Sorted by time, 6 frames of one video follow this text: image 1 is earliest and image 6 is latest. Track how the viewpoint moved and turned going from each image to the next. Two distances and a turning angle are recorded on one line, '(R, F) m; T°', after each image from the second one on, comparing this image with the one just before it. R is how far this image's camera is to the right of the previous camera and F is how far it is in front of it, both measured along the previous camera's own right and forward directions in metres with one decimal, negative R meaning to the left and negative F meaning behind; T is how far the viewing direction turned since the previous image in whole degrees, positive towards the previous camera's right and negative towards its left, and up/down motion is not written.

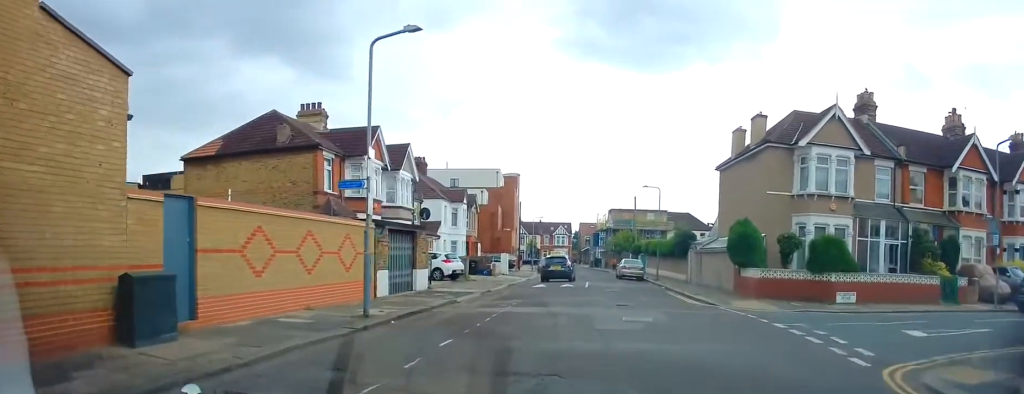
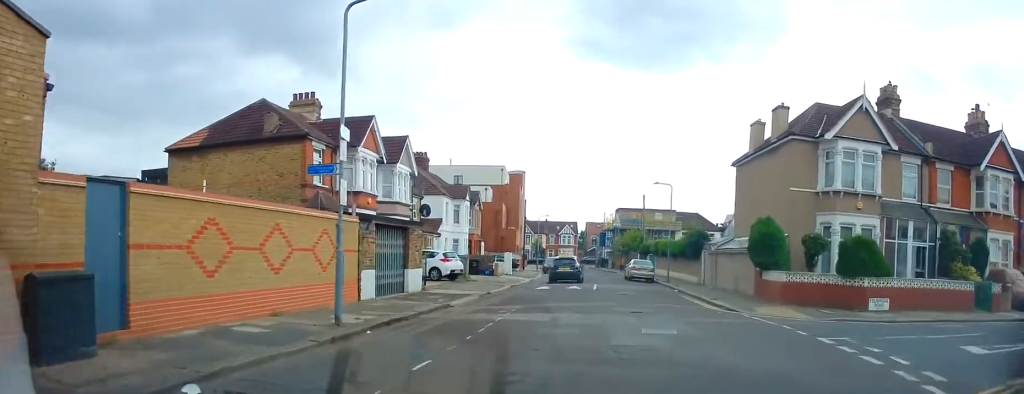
(-0.1, +2.0) m; -1°
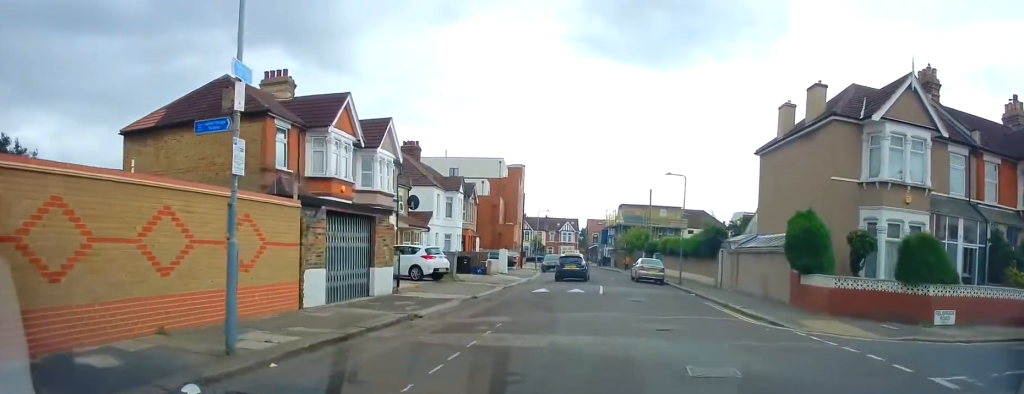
(0.0, +3.8) m; +3°
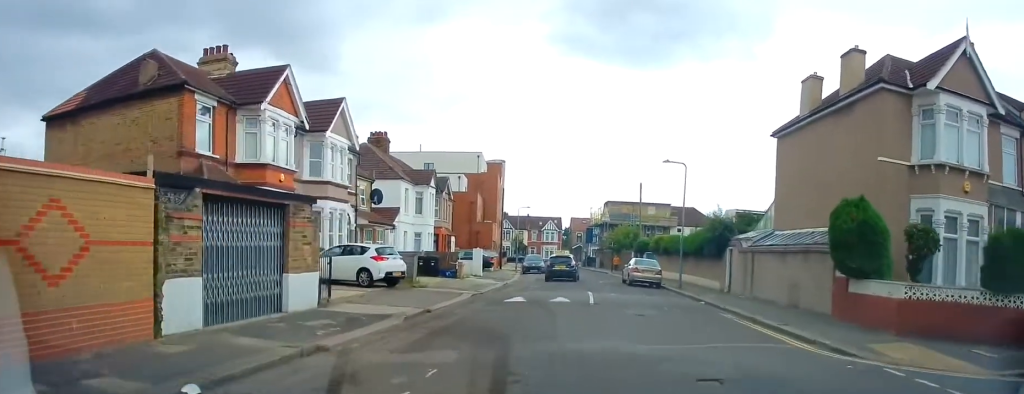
(+0.3, +4.4) m; +1°
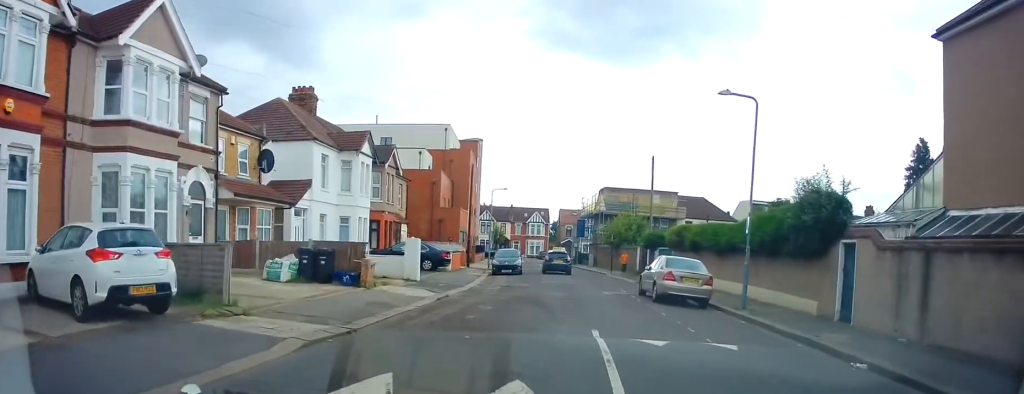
(0.0, +12.0) m; +1°
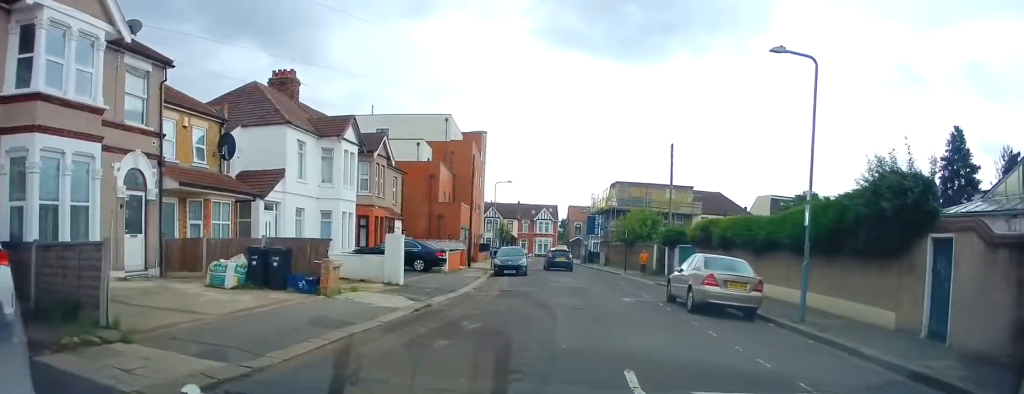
(-0.1, +3.3) m; -6°
